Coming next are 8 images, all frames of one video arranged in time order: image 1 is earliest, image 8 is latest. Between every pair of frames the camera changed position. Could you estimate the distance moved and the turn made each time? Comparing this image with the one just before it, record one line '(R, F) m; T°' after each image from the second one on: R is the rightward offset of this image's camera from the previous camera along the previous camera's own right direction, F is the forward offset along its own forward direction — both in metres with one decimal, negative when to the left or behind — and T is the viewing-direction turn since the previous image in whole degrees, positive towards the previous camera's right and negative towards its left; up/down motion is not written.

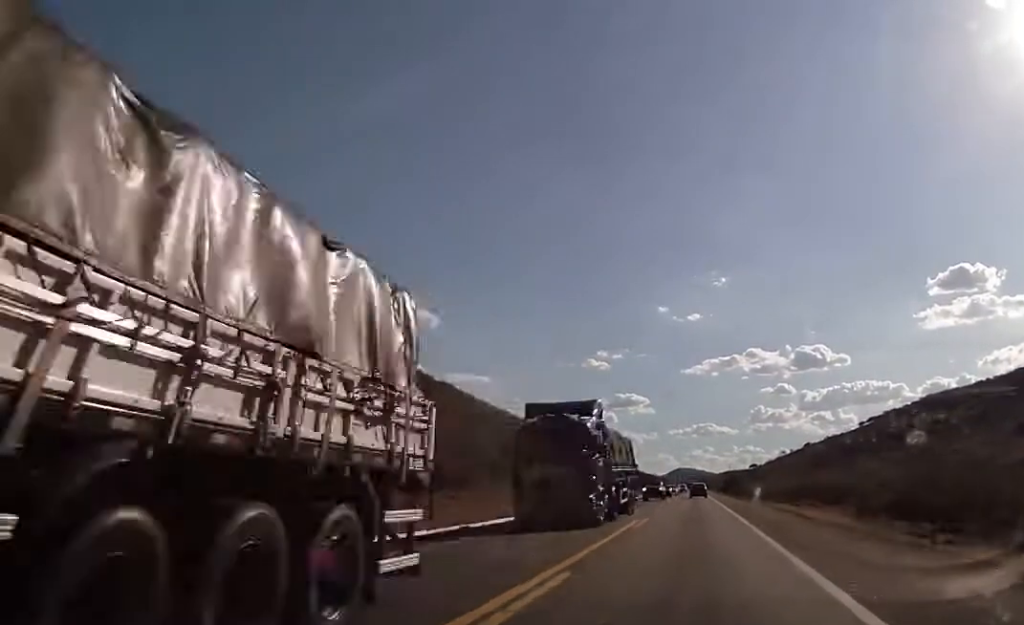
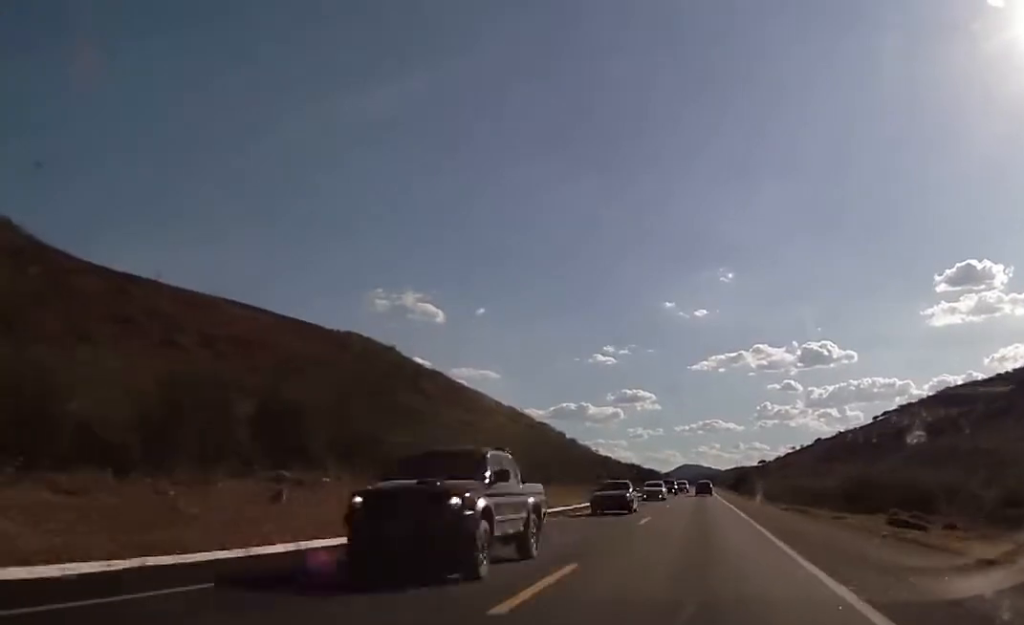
(+0.5, +32.8) m; 0°
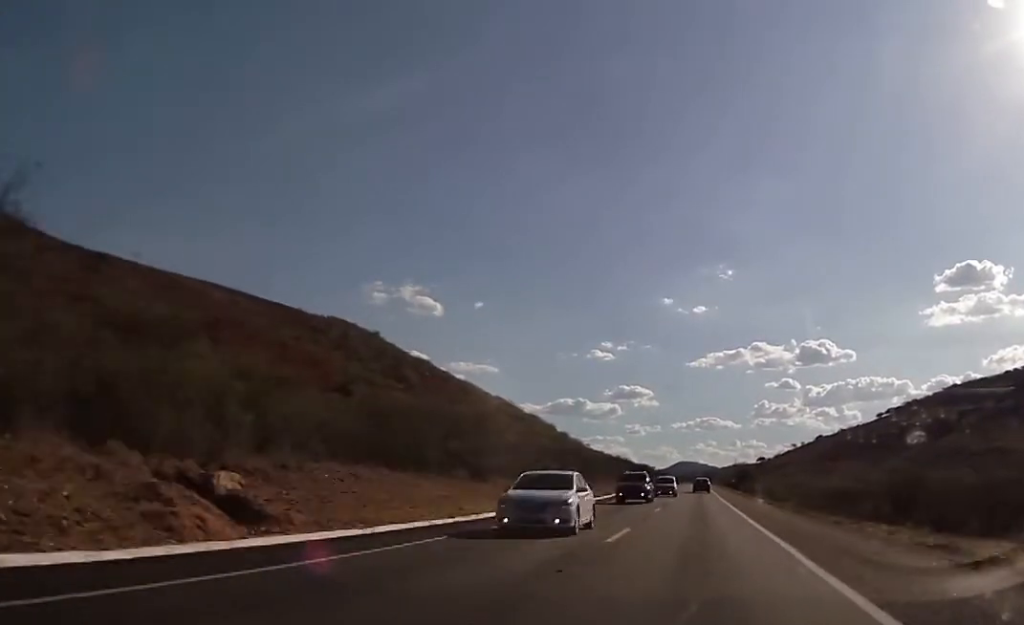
(-0.5, +25.0) m; -1°
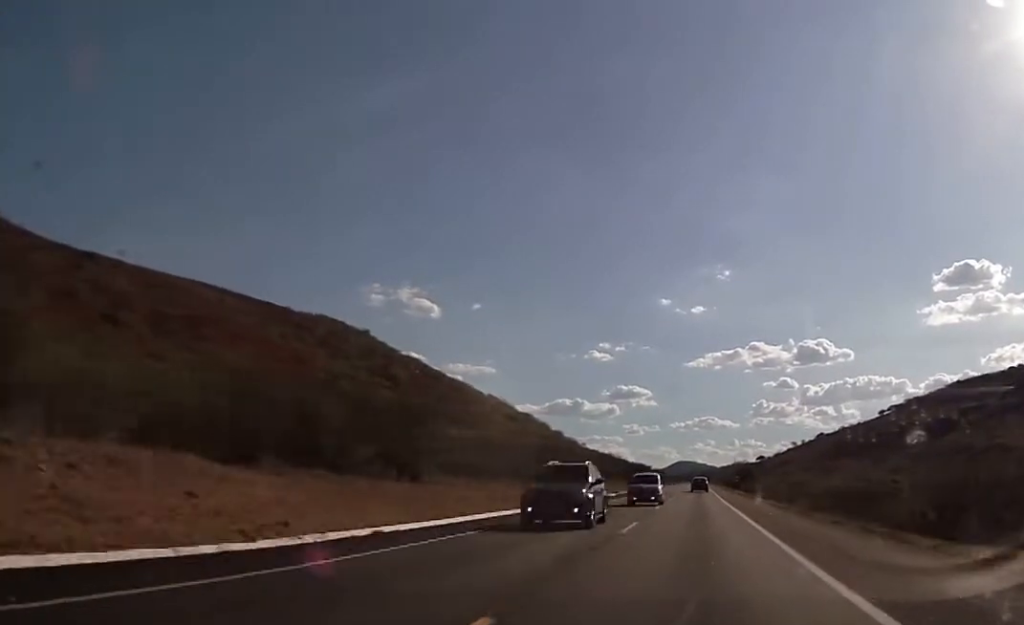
(0.0, +13.8) m; 0°
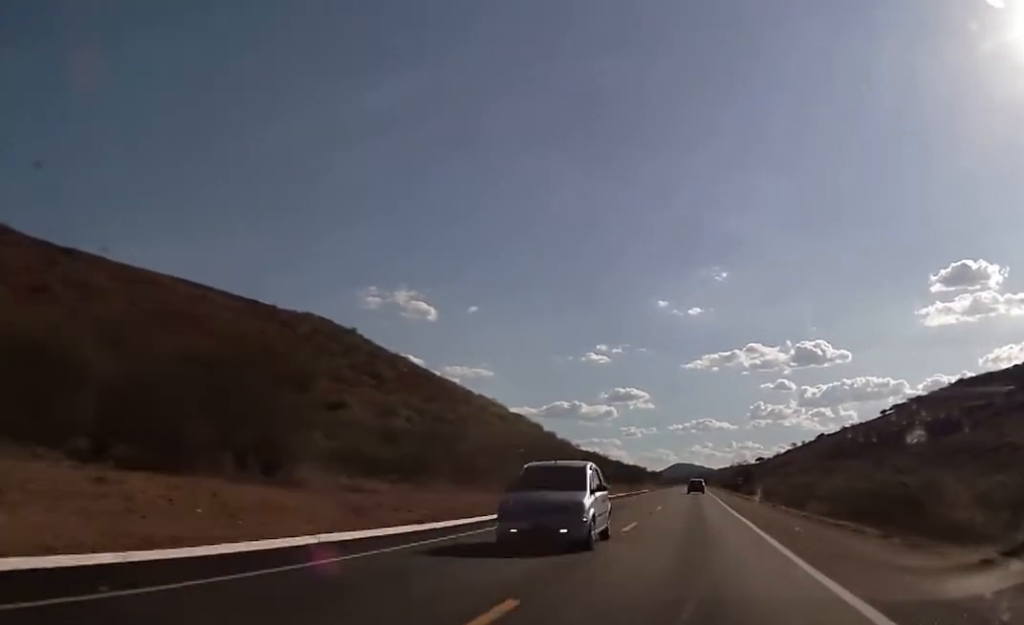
(+0.1, +15.5) m; 0°
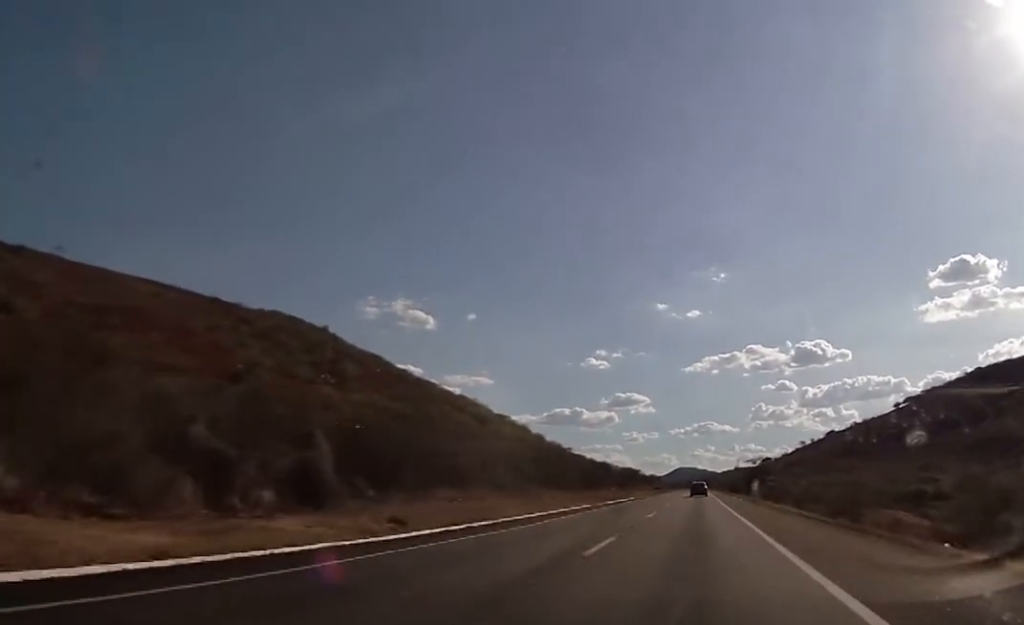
(+0.3, +40.0) m; +1°
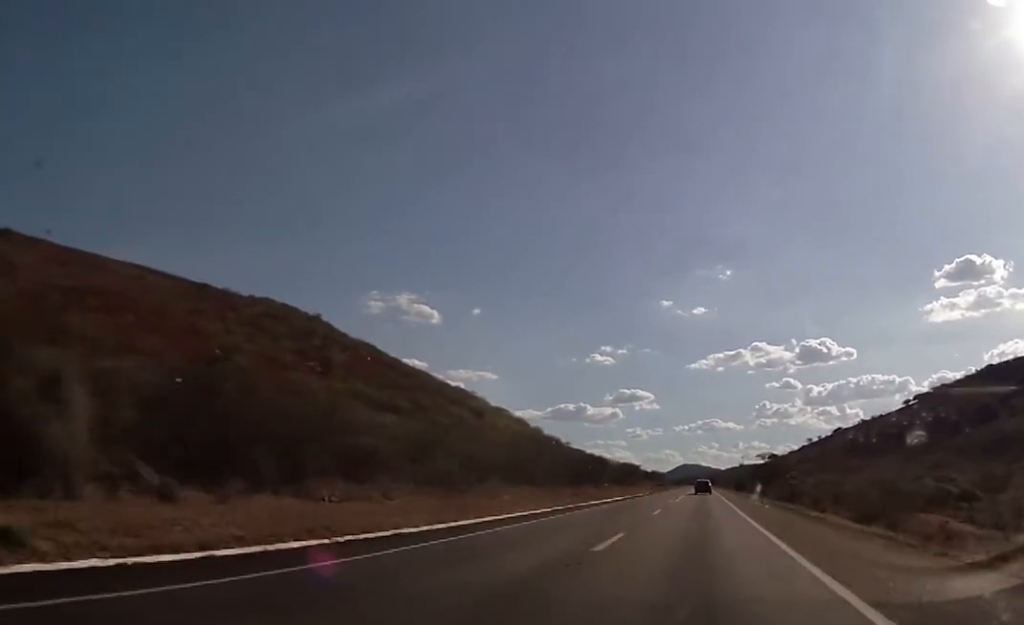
(+0.2, +16.2) m; 0°
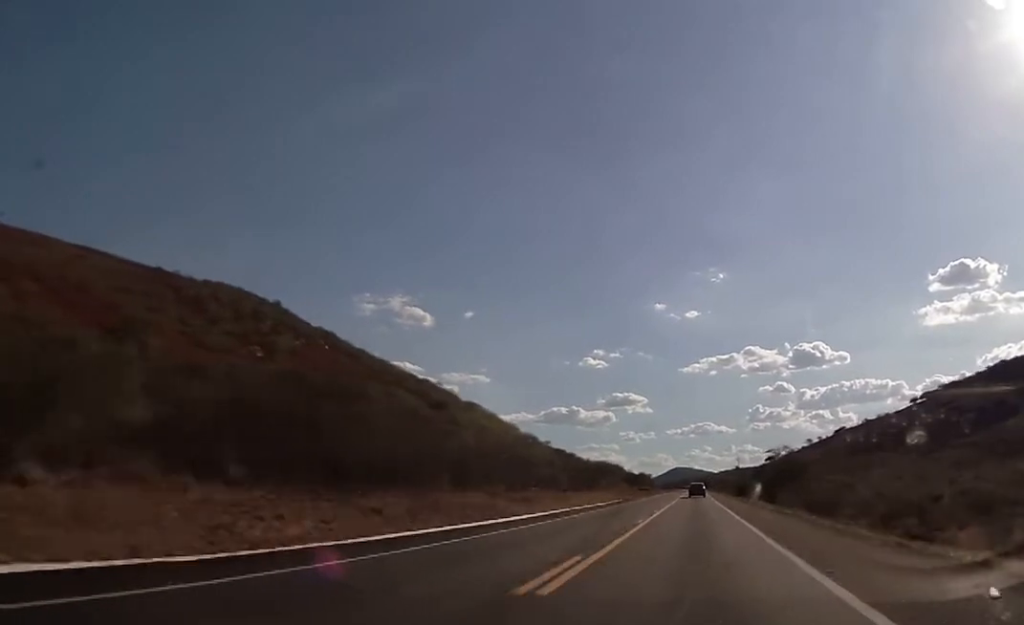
(-0.4, +38.8) m; -1°
